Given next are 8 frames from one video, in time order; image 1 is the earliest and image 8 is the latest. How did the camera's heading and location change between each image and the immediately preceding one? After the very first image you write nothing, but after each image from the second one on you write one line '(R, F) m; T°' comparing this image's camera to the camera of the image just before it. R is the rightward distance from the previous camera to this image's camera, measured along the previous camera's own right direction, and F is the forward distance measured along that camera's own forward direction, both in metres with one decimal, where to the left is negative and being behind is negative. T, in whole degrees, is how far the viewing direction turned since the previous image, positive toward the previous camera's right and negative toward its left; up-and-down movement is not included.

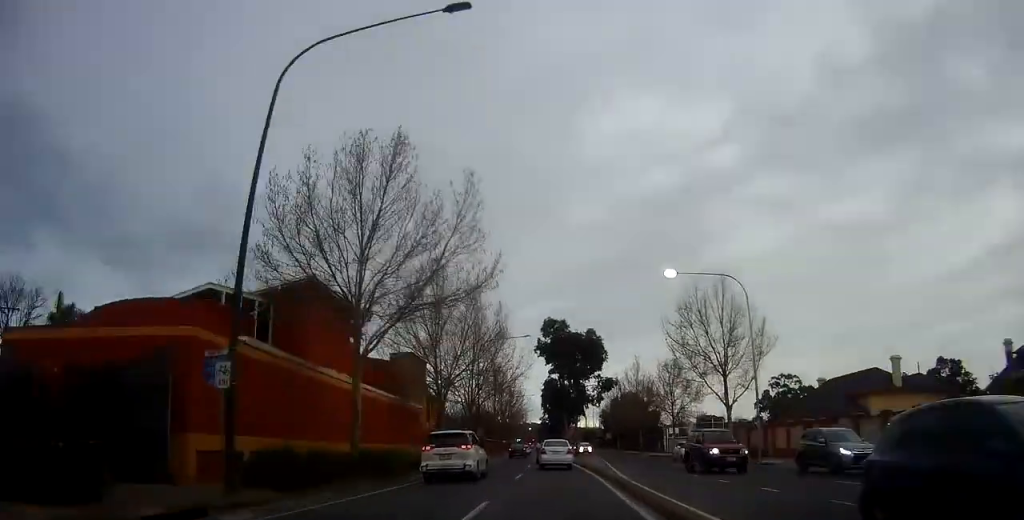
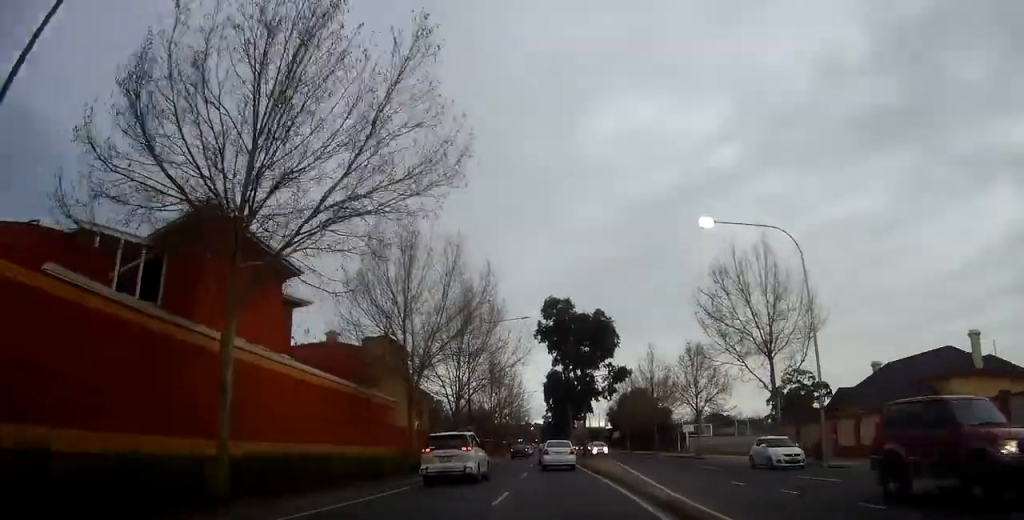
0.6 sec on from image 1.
(-0.5, +9.0) m; 0°
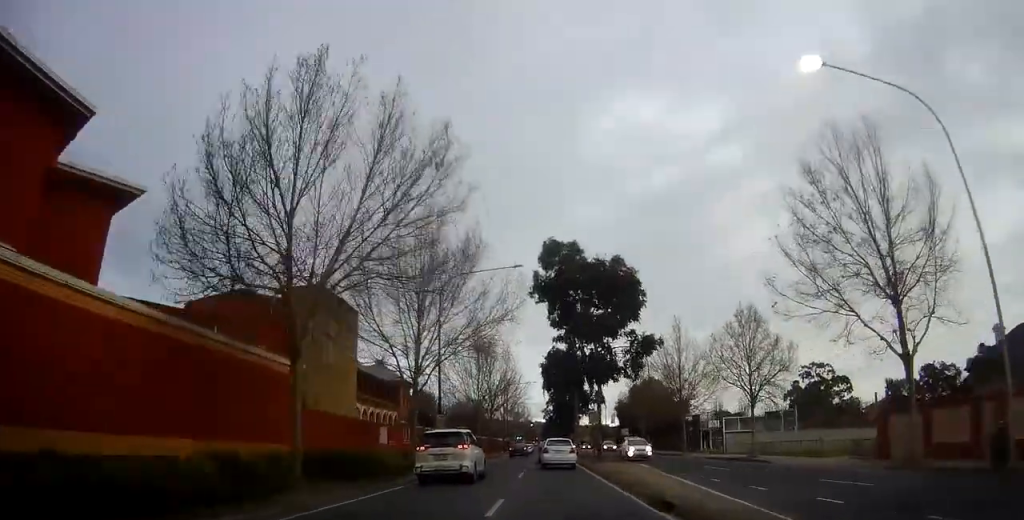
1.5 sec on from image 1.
(+0.4, +14.1) m; +1°
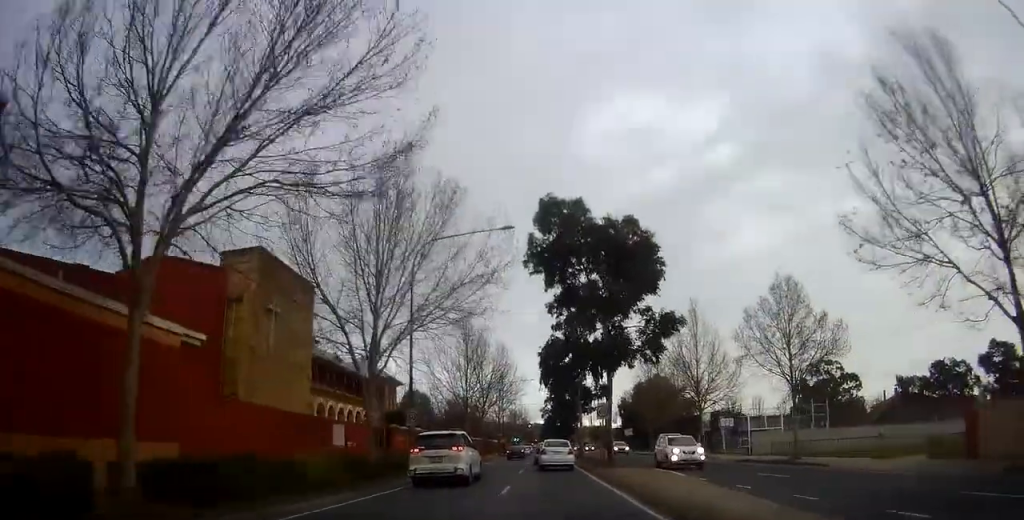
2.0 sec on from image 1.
(+0.1, +7.1) m; 0°
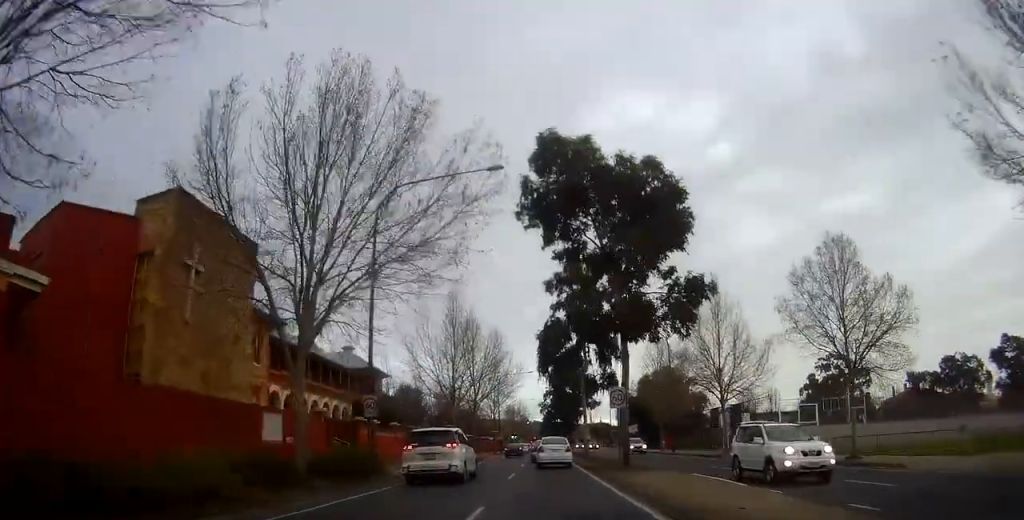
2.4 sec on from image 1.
(-0.1, +6.6) m; -1°
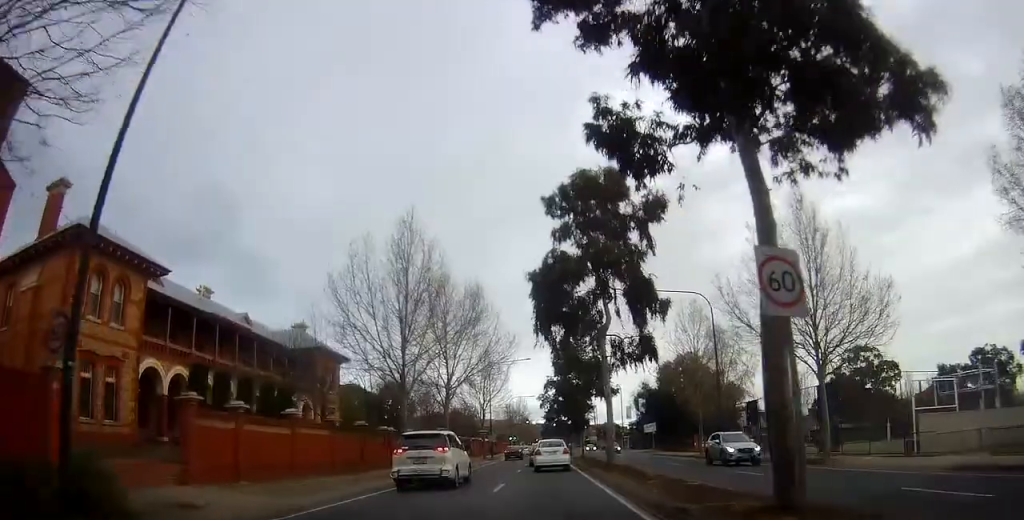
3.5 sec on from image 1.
(-0.5, +15.9) m; 0°
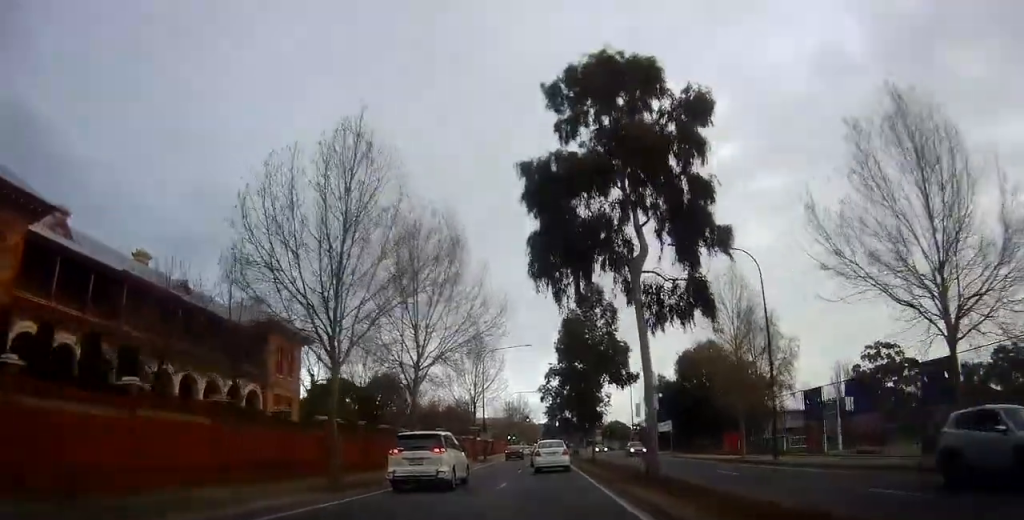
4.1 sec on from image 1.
(+0.1, +10.2) m; +1°
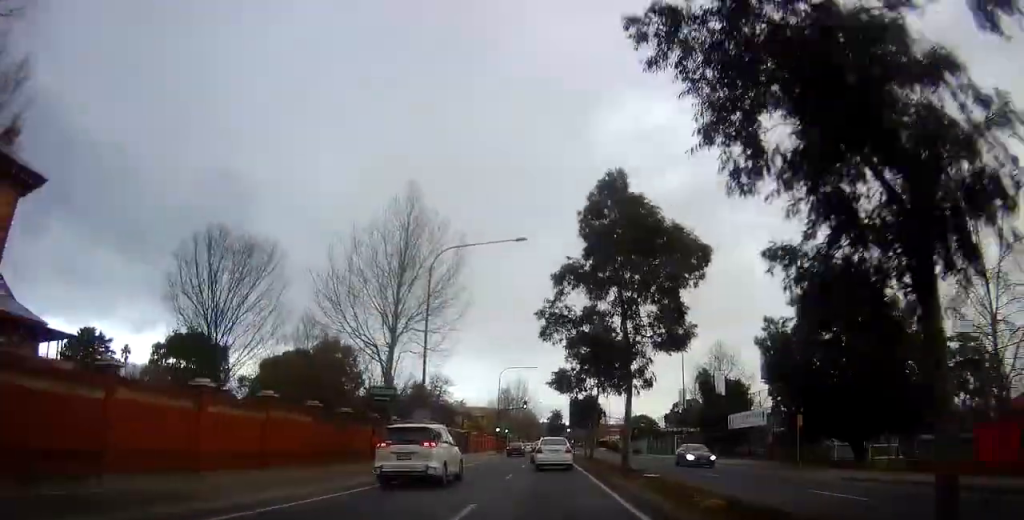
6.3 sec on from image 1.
(-0.3, +33.1) m; 0°
